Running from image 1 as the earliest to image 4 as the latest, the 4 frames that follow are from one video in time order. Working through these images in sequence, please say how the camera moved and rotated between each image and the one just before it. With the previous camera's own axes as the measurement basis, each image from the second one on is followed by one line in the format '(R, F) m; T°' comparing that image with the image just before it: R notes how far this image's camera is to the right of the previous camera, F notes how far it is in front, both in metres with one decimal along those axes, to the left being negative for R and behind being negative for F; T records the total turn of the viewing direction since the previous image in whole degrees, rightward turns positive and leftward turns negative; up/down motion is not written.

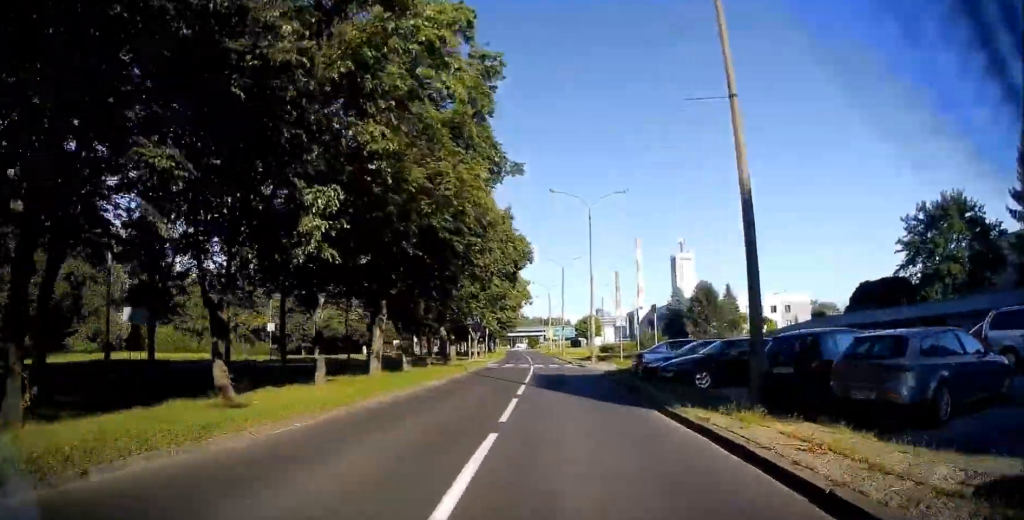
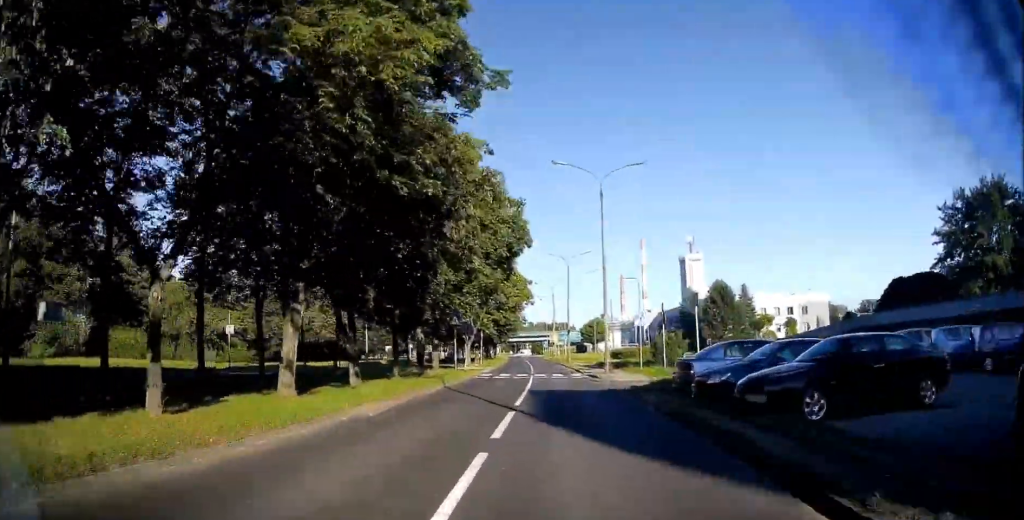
(0.0, +6.9) m; 0°
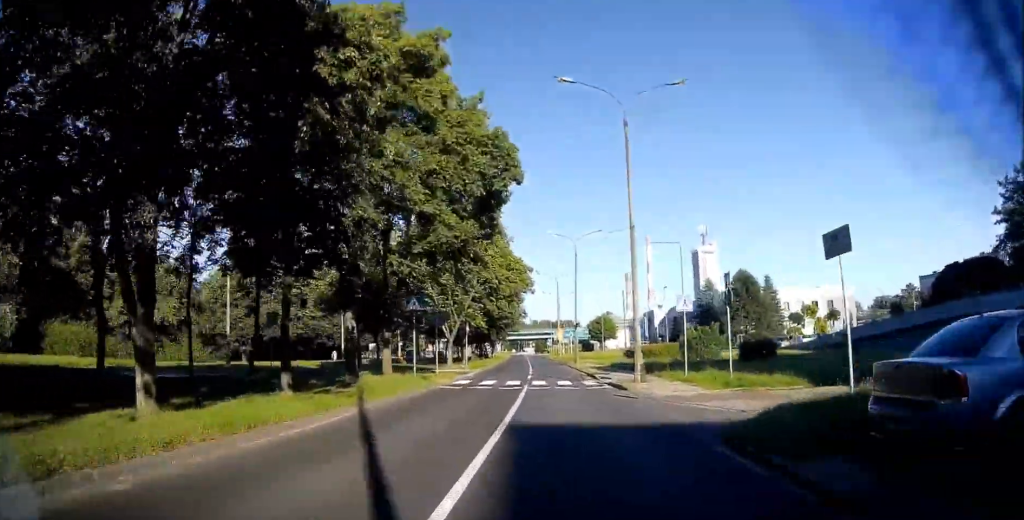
(0.0, +10.1) m; 0°
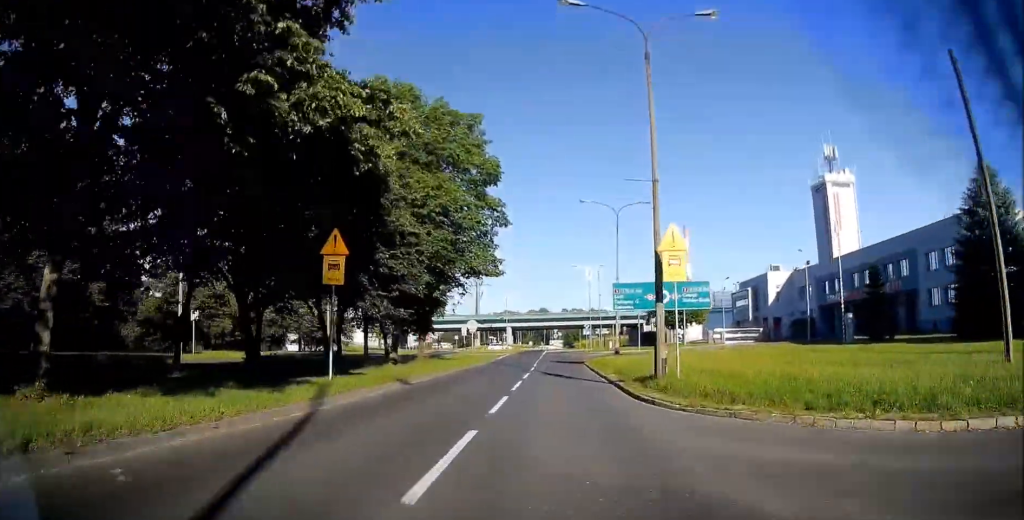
(-0.8, +65.0) m; -1°
